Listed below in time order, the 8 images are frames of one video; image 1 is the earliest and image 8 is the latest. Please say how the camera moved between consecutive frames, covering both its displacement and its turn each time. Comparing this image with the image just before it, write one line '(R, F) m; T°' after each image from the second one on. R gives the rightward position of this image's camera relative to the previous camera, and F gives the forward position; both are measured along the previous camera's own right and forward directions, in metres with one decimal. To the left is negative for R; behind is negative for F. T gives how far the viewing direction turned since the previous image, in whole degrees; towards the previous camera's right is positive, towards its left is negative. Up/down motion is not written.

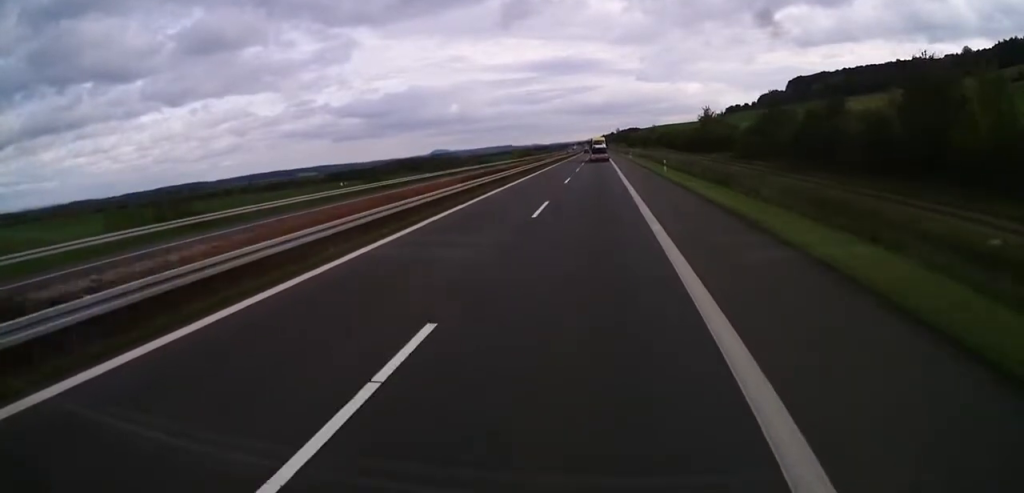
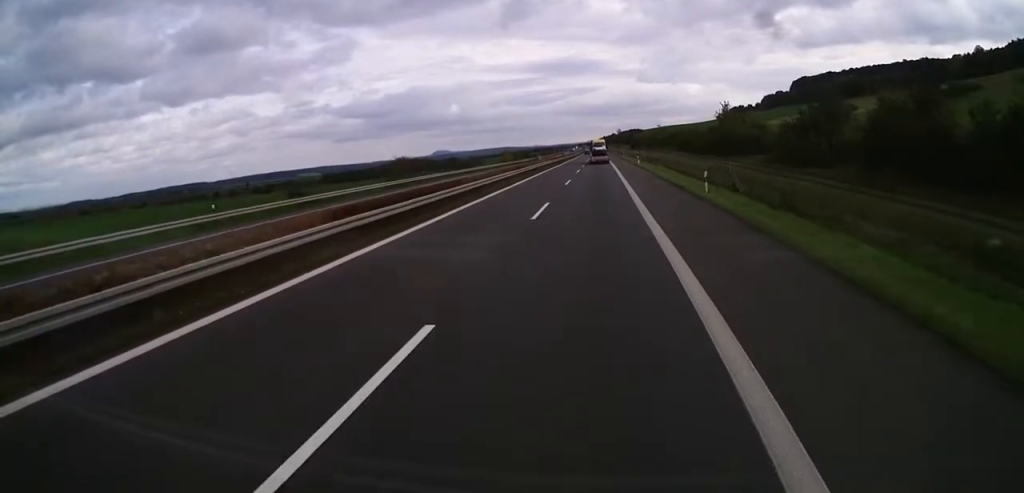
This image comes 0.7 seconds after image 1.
(0.0, +18.0) m; 0°
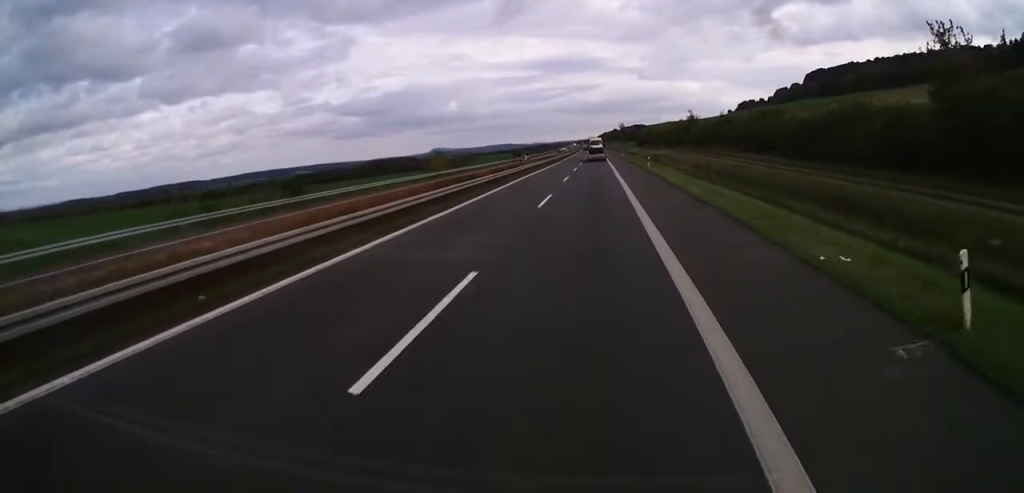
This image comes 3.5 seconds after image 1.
(0.0, +68.7) m; 0°
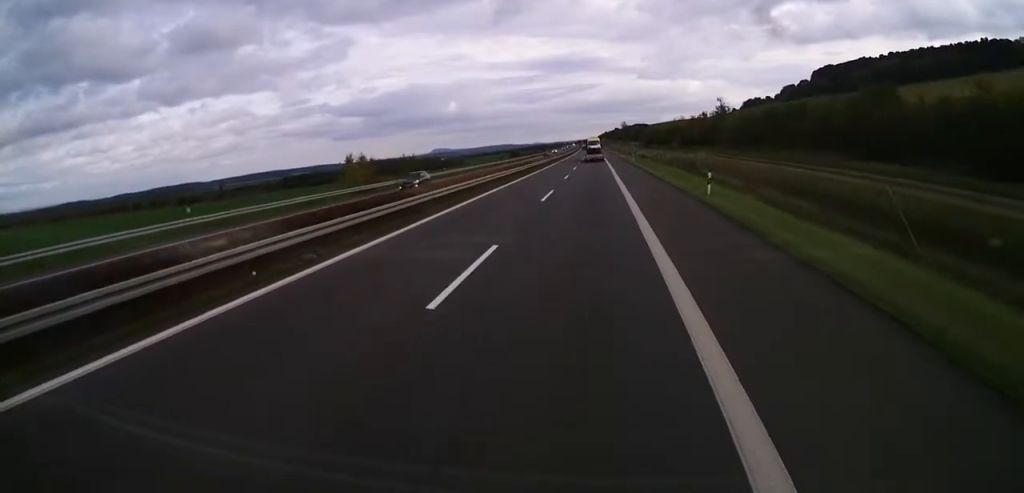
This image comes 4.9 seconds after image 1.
(0.0, +32.7) m; 0°
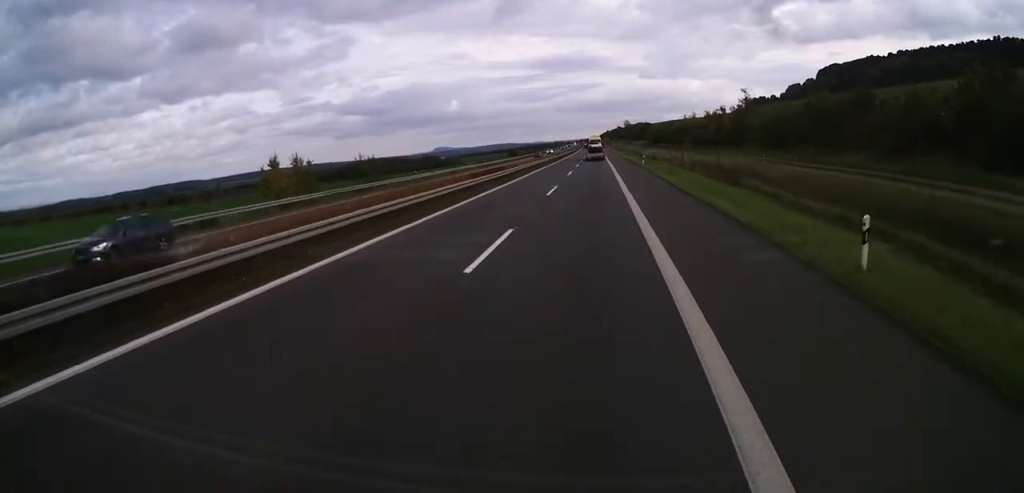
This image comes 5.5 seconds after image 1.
(0.0, +15.5) m; 0°
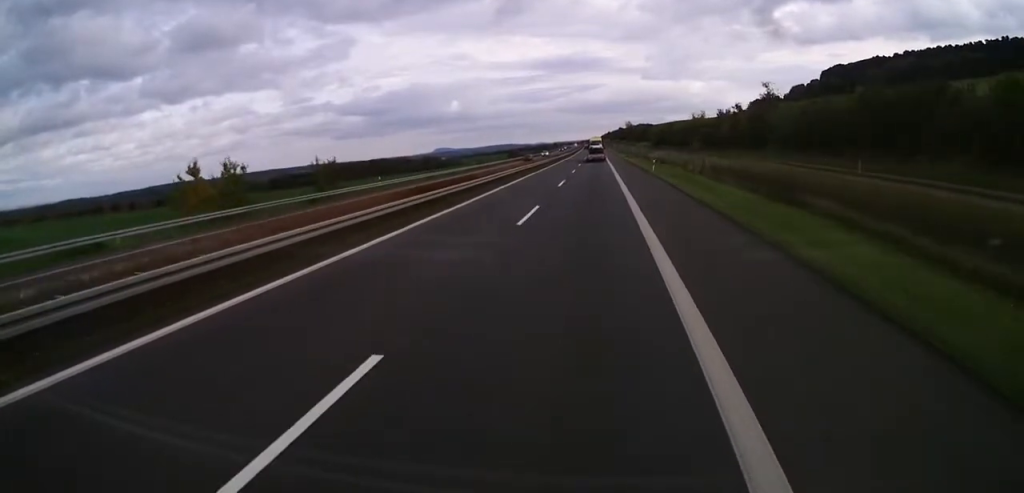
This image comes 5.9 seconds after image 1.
(0.0, +10.6) m; 0°
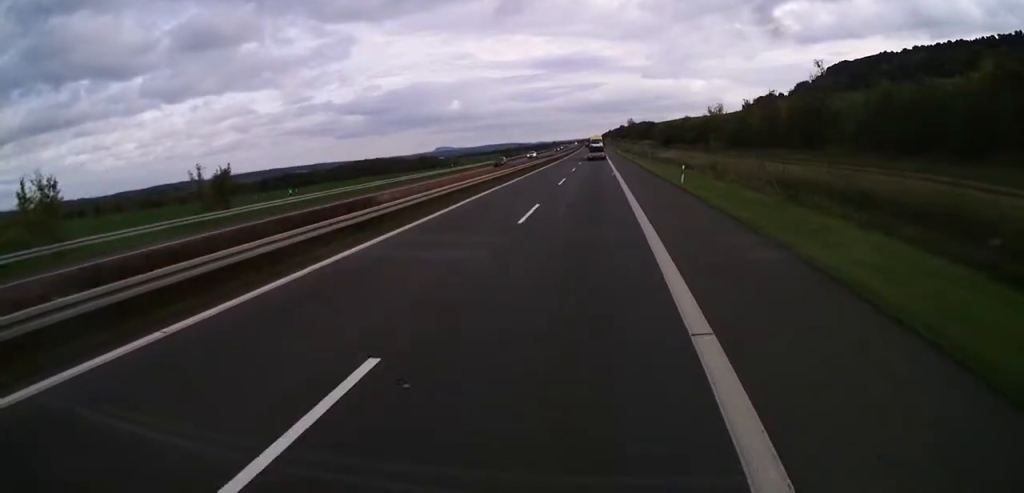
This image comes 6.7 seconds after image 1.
(0.0, +18.0) m; 0°
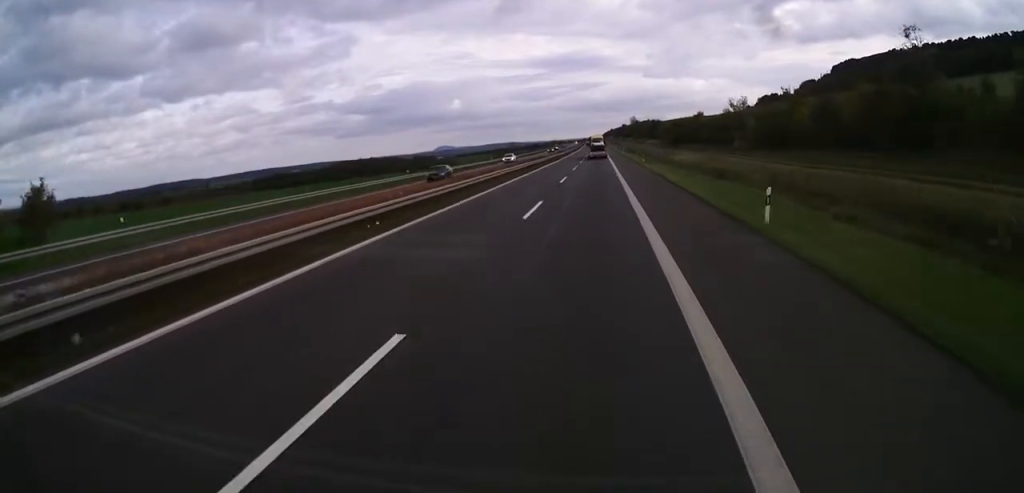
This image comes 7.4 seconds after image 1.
(-0.1, +17.2) m; 0°
